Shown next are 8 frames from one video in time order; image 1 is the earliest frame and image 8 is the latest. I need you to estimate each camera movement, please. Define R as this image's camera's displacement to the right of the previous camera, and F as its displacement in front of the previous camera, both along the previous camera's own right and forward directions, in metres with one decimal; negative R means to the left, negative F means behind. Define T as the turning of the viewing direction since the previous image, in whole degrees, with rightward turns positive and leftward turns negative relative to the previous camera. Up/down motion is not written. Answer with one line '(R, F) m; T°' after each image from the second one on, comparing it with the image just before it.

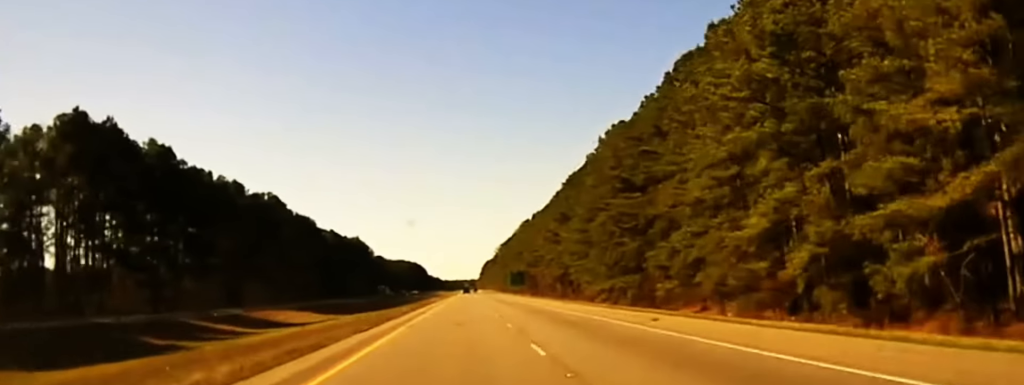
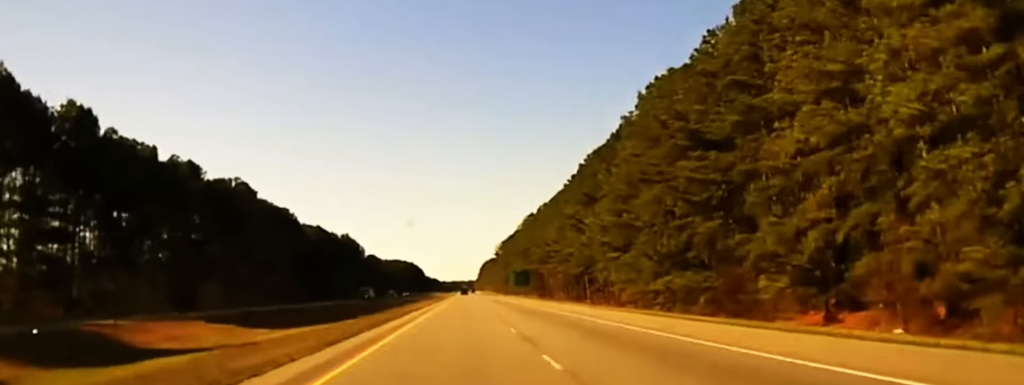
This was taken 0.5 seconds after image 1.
(-0.2, +27.7) m; 0°
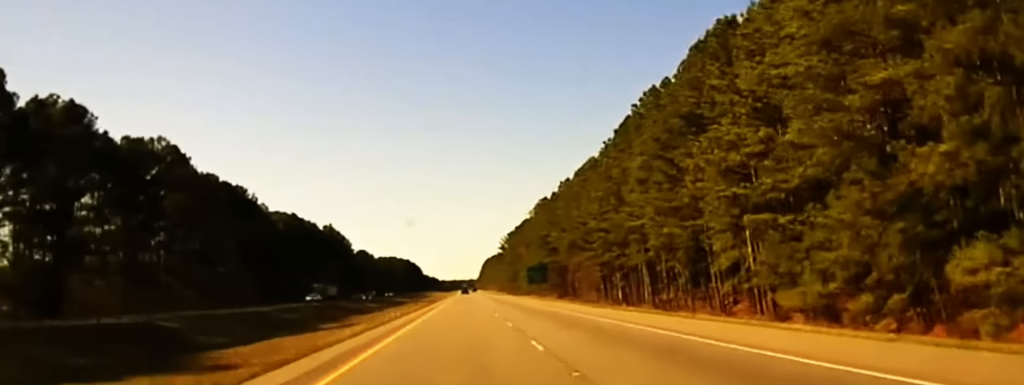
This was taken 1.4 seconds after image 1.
(-0.1, +45.3) m; 0°
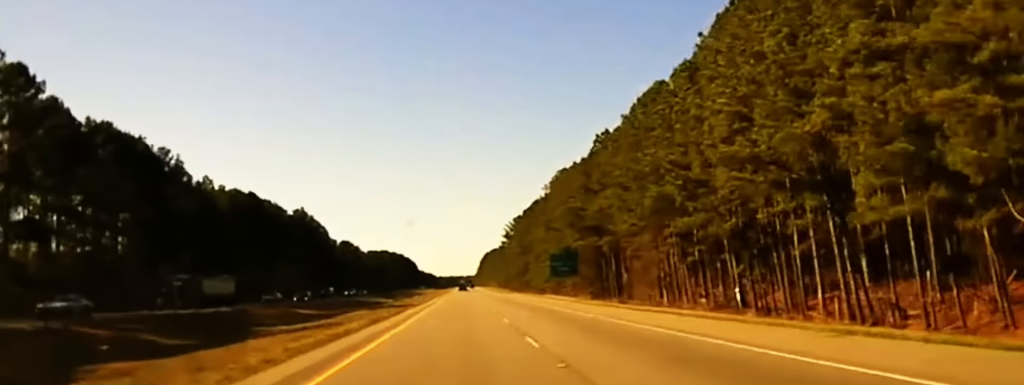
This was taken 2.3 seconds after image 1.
(+0.2, +49.0) m; 0°
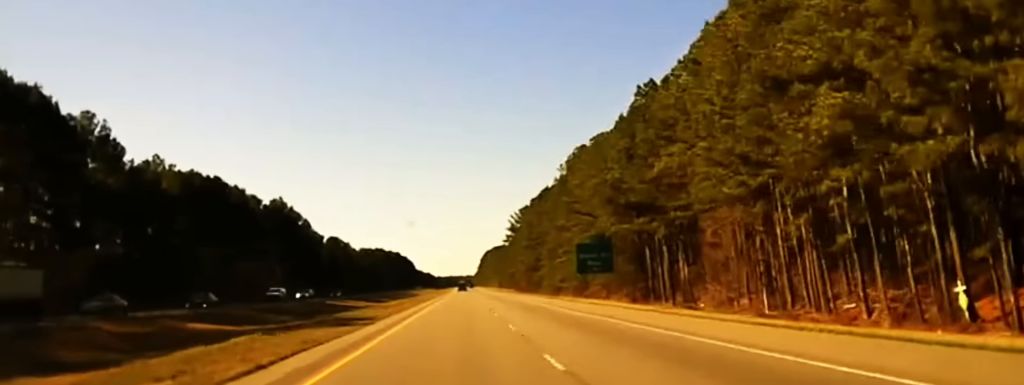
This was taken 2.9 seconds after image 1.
(0.0, +29.7) m; 0°
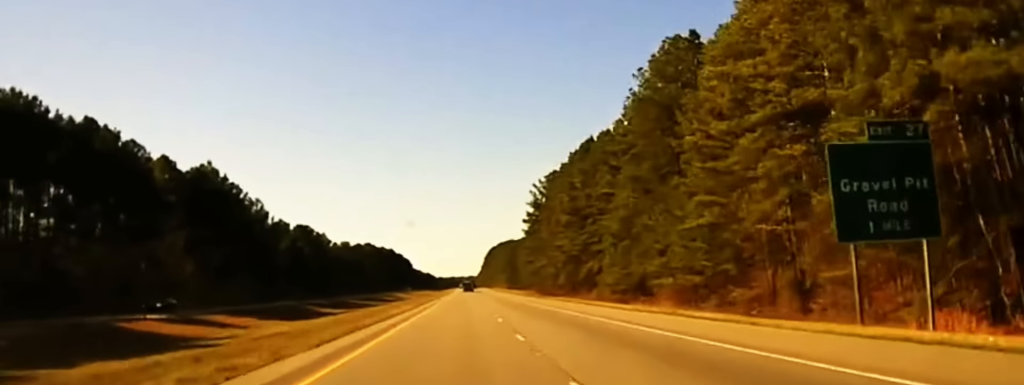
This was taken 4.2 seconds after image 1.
(+0.2, +66.1) m; 0°
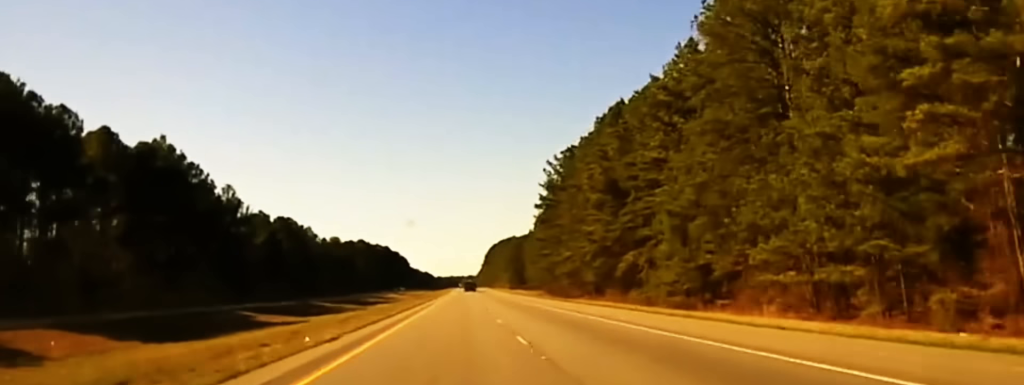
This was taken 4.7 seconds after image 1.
(0.0, +25.9) m; 0°
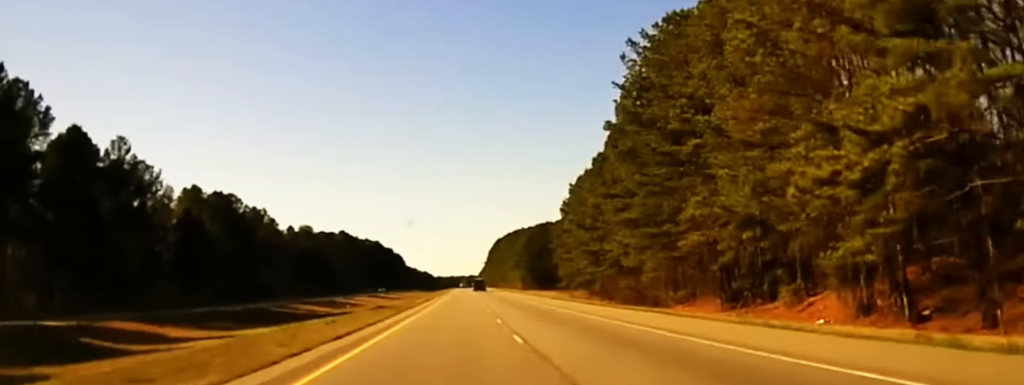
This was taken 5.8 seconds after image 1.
(-0.2, +60.6) m; 0°
